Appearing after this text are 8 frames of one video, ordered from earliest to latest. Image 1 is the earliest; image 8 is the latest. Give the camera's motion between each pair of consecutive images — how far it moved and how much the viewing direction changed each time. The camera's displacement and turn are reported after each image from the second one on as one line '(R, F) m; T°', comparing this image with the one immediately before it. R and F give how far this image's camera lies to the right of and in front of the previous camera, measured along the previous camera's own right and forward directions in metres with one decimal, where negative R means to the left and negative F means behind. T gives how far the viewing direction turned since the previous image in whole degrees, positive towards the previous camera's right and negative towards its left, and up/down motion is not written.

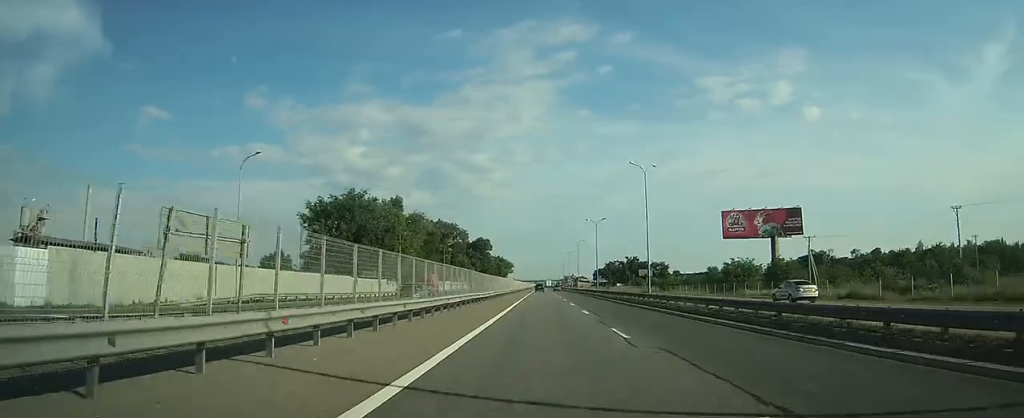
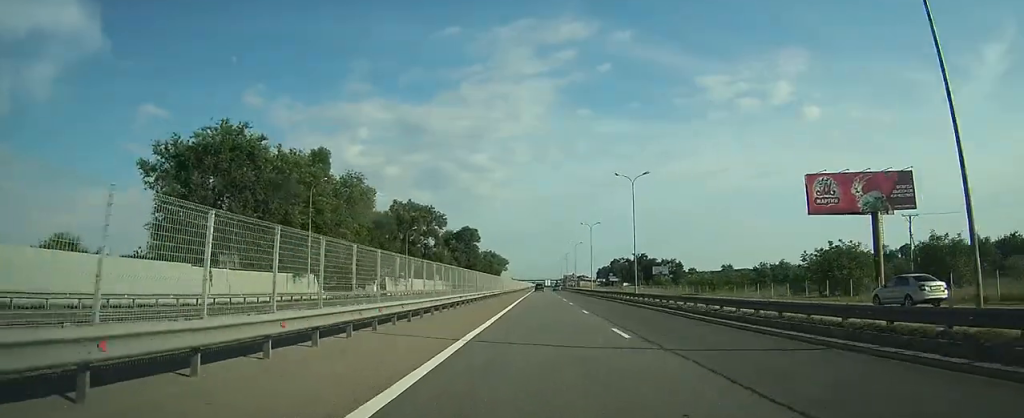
(0.0, +35.8) m; 0°
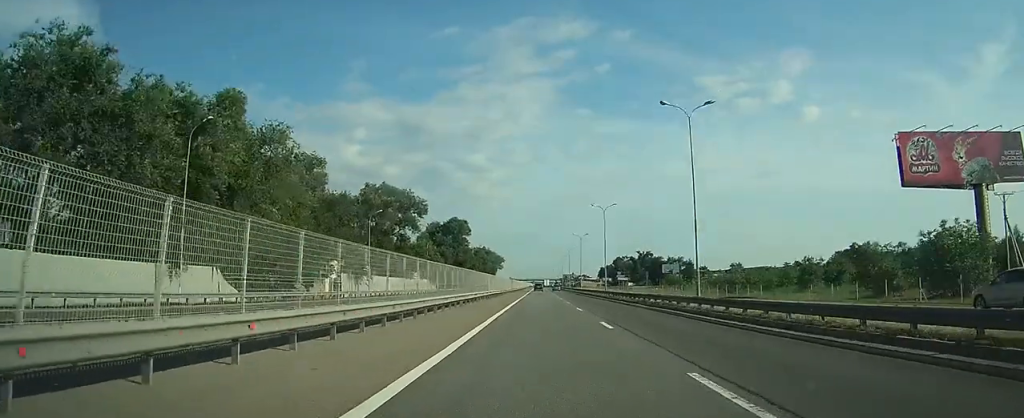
(0.0, +20.9) m; 0°
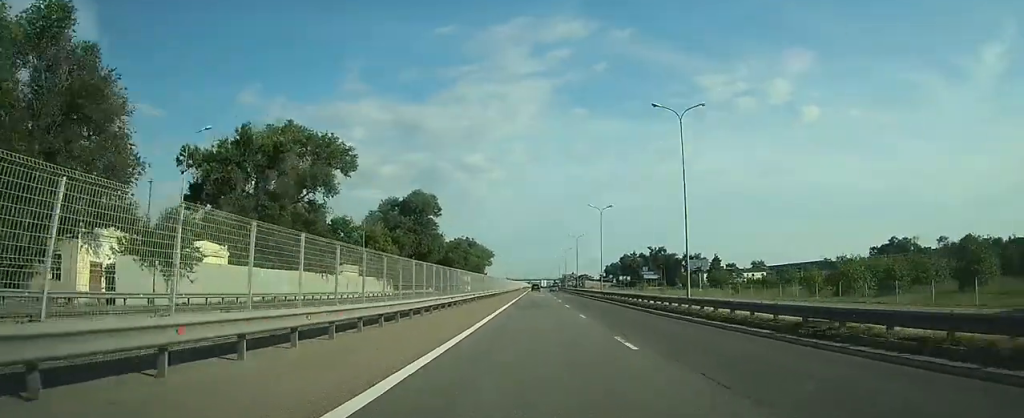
(+0.1, +41.6) m; 0°
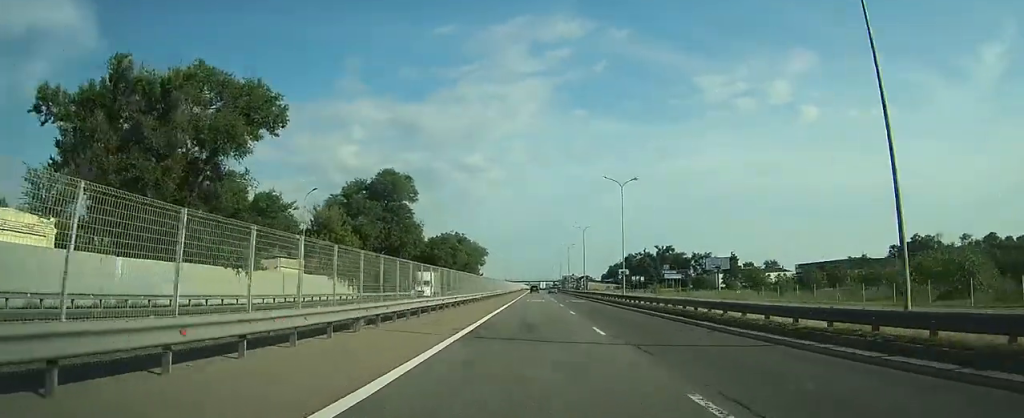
(0.0, +19.9) m; 0°
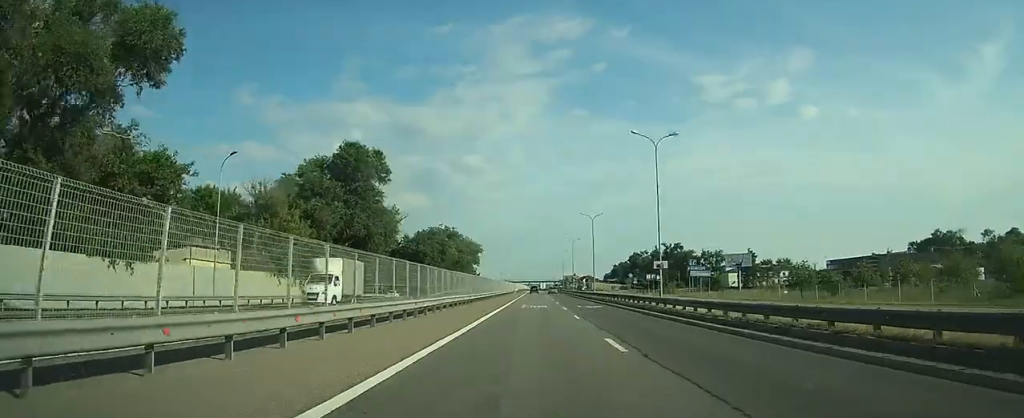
(0.0, +16.3) m; 0°
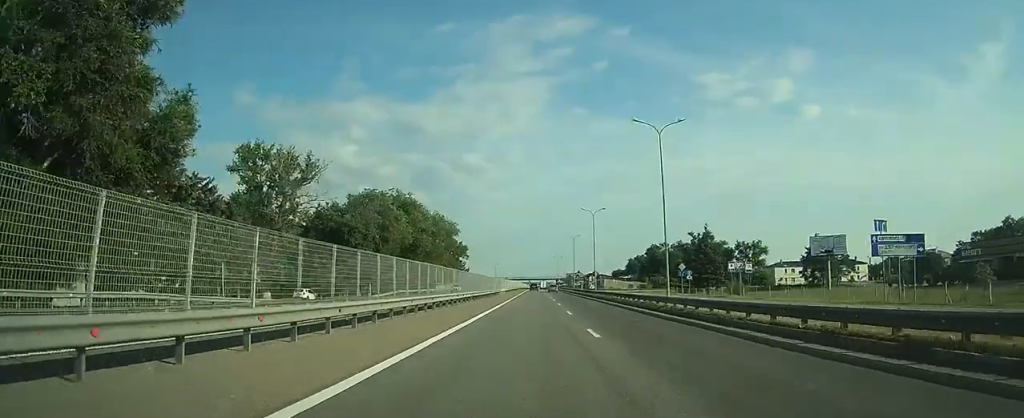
(+0.1, +45.2) m; 0°
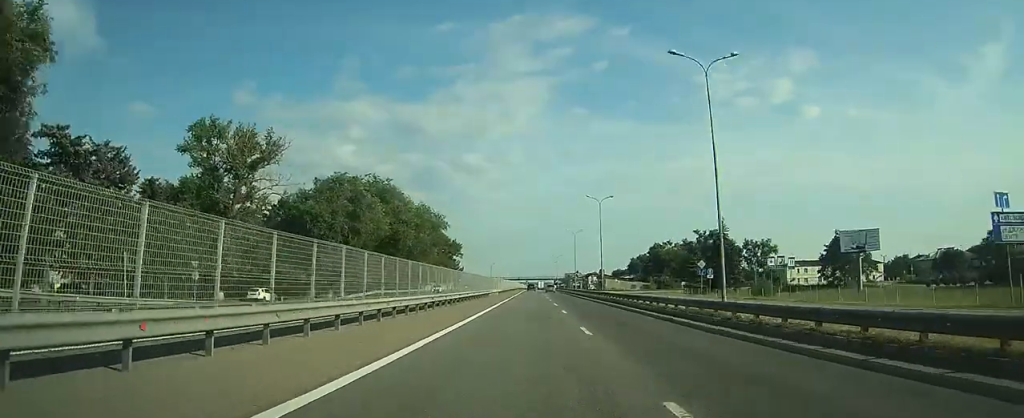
(0.0, +11.0) m; 0°
